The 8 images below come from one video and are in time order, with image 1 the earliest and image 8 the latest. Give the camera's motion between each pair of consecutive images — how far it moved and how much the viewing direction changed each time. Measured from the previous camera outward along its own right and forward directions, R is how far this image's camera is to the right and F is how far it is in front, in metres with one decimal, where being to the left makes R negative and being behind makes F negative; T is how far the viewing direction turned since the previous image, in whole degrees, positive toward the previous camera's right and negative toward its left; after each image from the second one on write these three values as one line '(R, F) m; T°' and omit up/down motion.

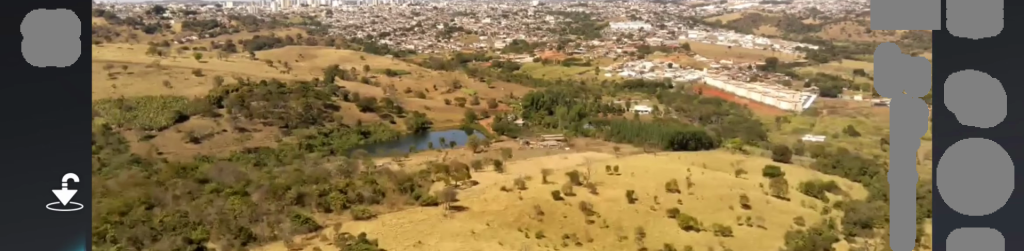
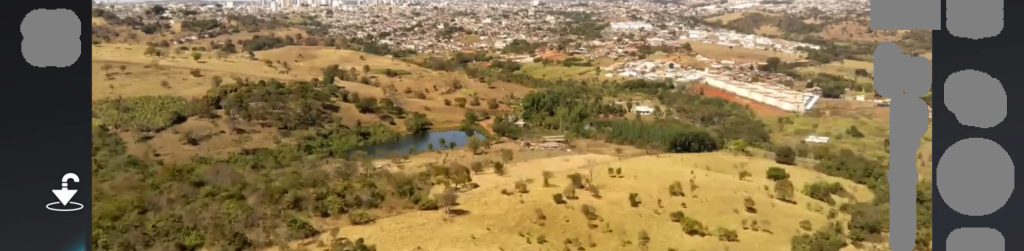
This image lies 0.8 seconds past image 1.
(0.0, +6.2) m; +1°
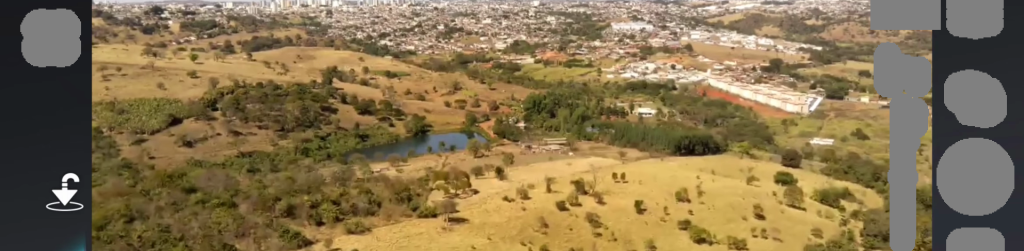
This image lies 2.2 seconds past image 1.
(+0.1, +10.4) m; +1°
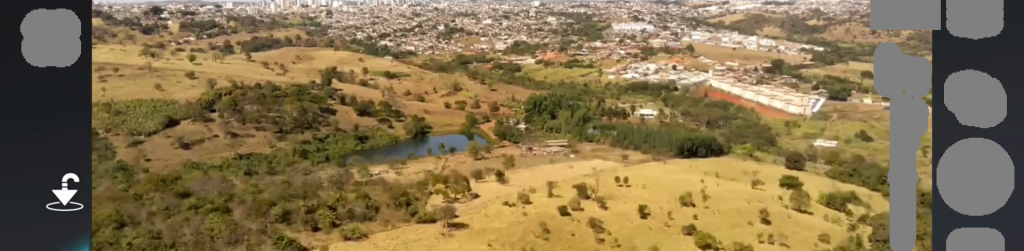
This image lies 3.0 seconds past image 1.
(0.0, +6.4) m; 0°
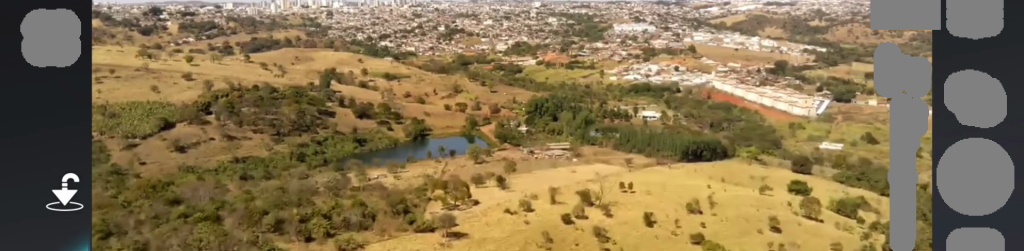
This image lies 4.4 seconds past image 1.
(-0.1, +10.2) m; -1°
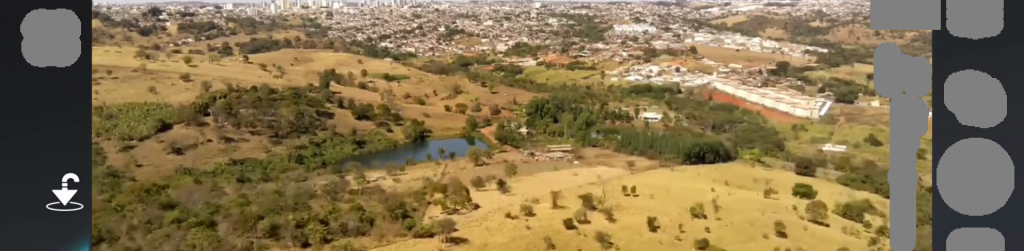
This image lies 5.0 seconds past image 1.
(-0.1, +5.2) m; 0°
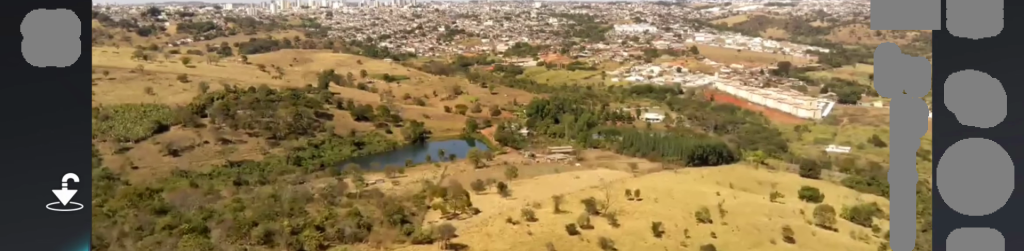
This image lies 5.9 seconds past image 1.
(0.0, +6.9) m; 0°
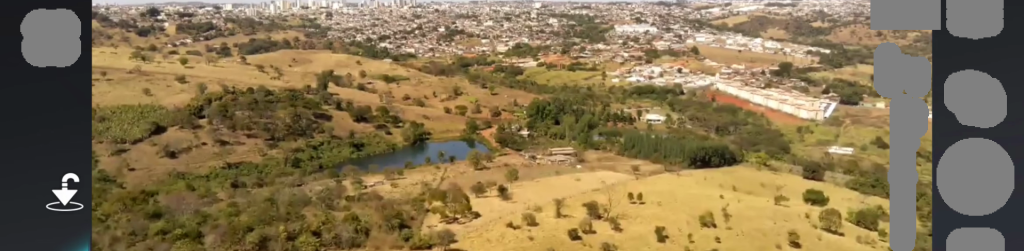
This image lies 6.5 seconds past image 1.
(0.0, +4.7) m; 0°
